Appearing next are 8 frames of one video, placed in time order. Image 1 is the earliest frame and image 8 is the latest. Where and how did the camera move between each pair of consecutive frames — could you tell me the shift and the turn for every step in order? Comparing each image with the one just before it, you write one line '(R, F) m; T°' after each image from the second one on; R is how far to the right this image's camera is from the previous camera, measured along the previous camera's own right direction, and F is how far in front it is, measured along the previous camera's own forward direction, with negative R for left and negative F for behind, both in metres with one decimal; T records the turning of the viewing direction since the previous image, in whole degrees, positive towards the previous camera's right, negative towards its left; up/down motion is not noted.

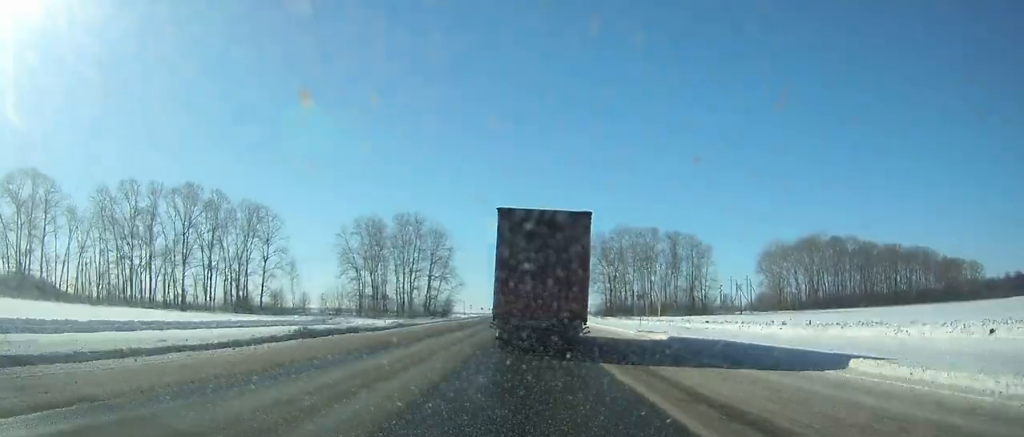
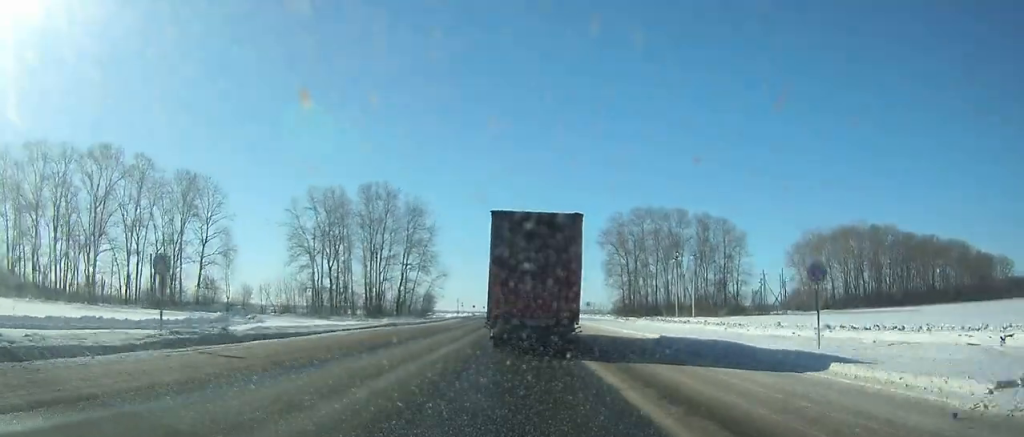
(-0.1, +30.0) m; 0°
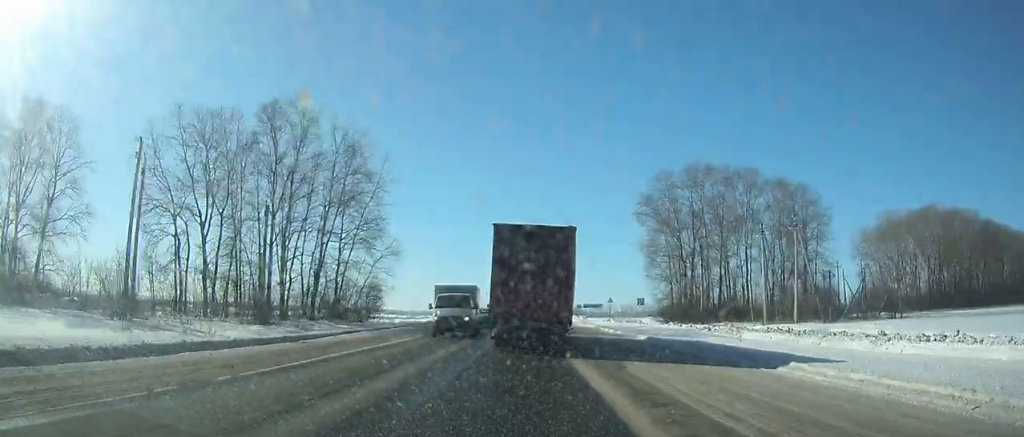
(-0.2, +45.3) m; 0°
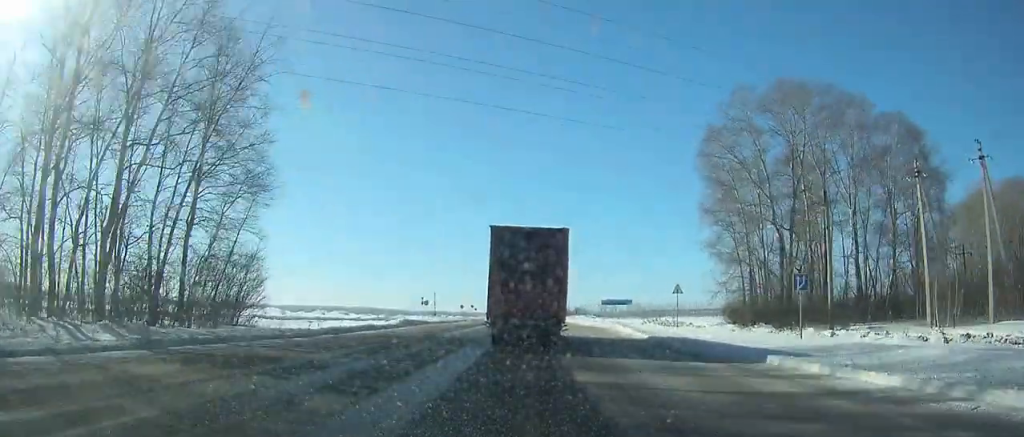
(0.0, +34.4) m; 0°
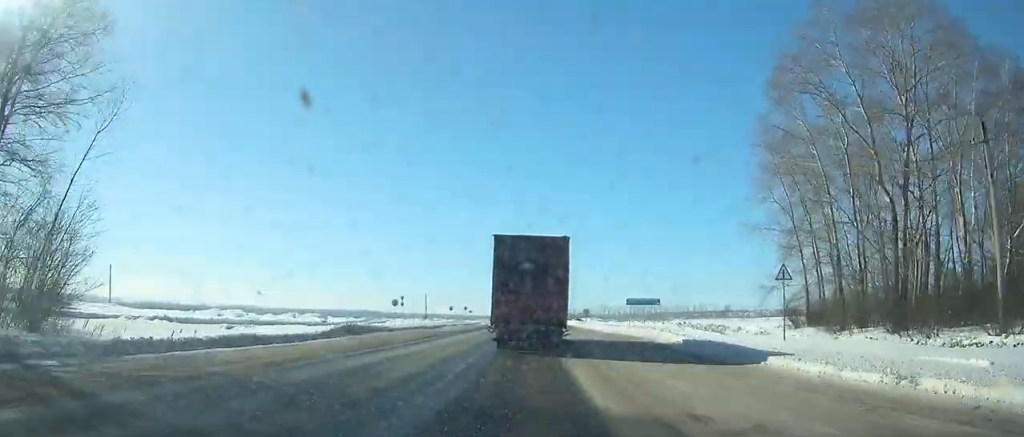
(+0.1, +18.9) m; 0°
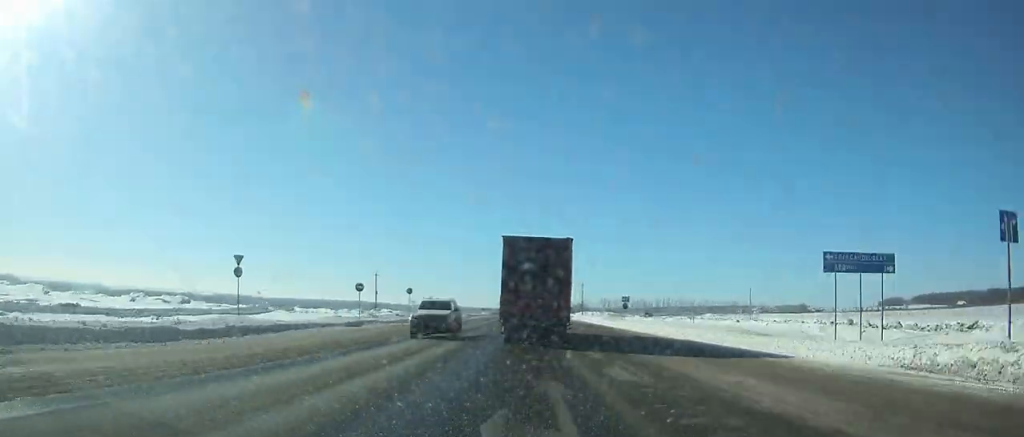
(-0.1, +51.9) m; 0°
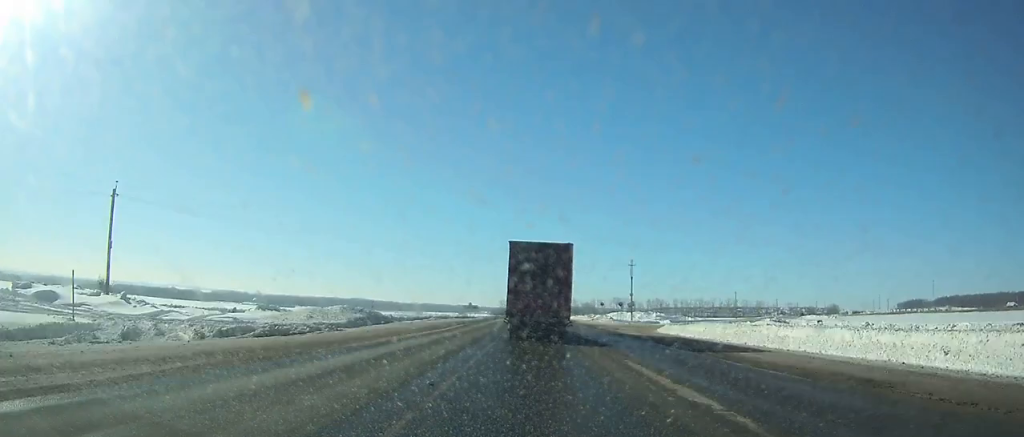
(+0.5, +83.8) m; +1°
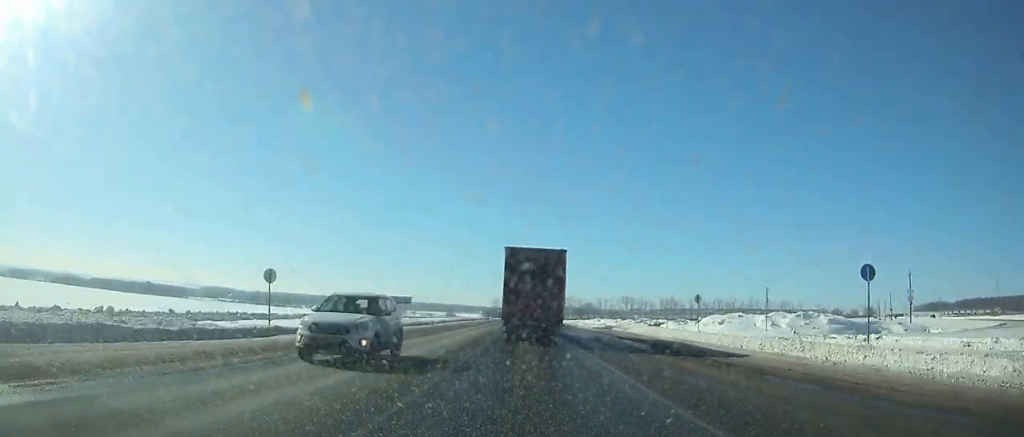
(+0.3, +96.0) m; 0°
